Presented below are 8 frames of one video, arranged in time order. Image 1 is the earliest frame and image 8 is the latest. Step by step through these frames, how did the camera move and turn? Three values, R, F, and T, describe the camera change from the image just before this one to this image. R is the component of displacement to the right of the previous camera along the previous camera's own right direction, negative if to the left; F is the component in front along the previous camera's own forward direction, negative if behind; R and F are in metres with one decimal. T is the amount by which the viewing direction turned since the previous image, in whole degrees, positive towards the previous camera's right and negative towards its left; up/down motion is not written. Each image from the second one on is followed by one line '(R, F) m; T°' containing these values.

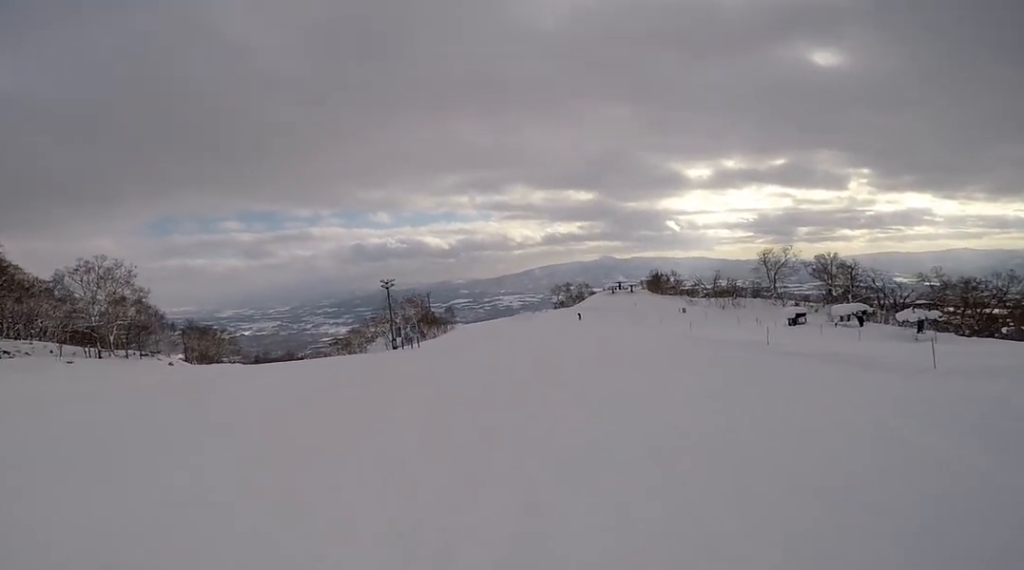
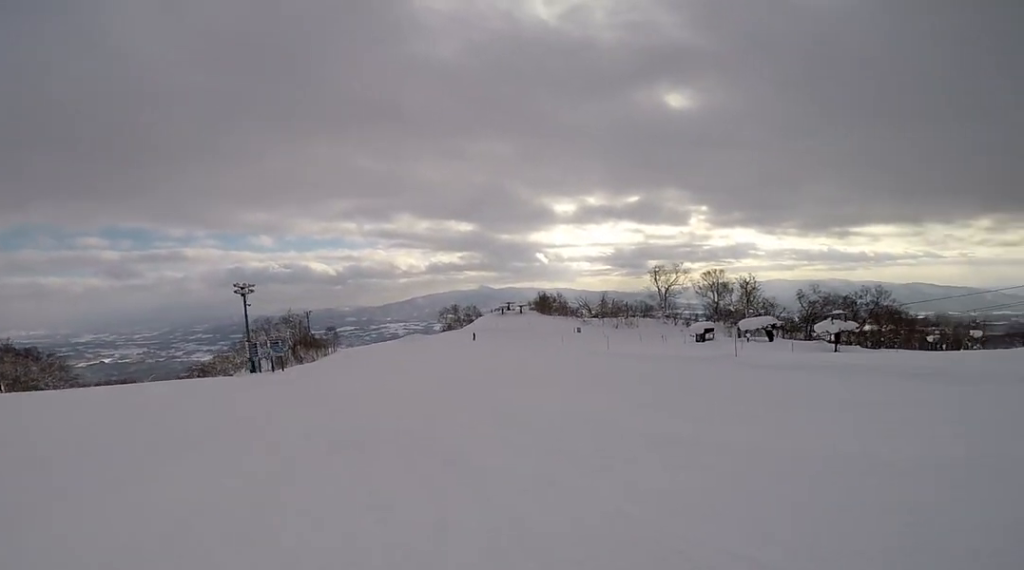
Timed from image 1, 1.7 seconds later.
(+2.0, +13.8) m; +16°
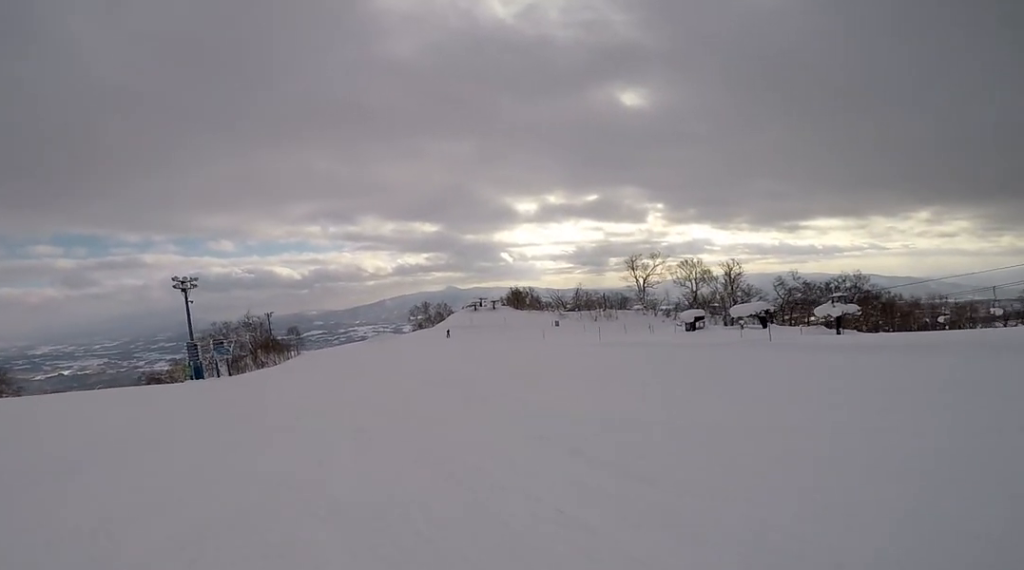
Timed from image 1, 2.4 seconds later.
(+0.6, +6.1) m; +4°
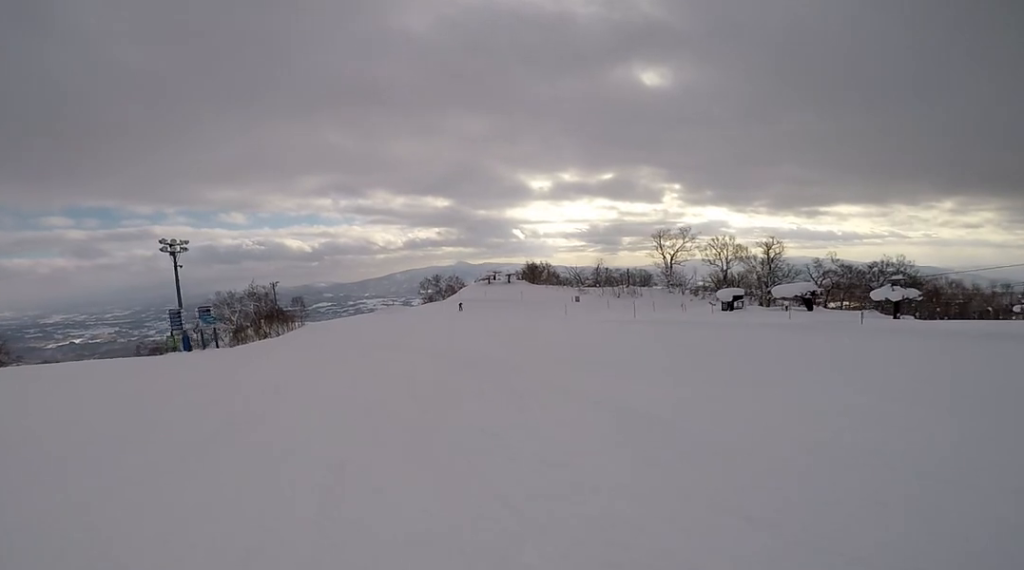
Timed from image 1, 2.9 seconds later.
(+0.1, +4.7) m; +1°
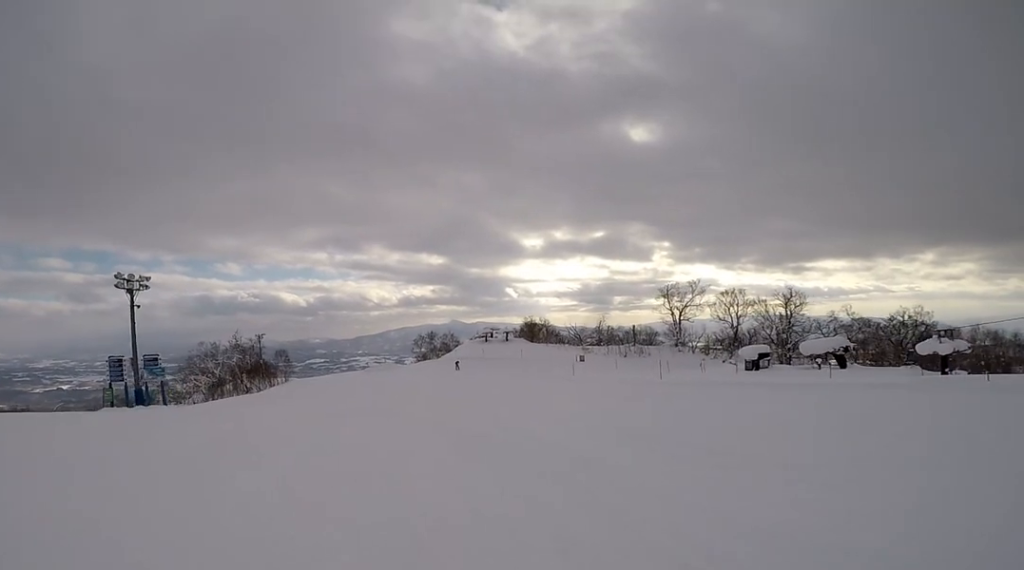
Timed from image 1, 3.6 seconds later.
(0.0, +6.0) m; 0°
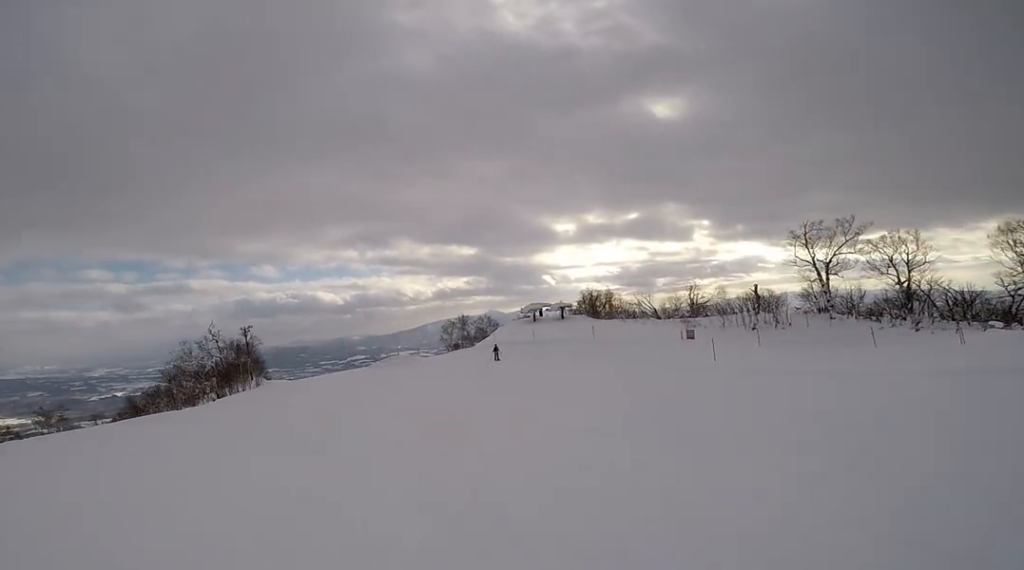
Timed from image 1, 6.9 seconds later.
(+2.1, +26.0) m; +6°
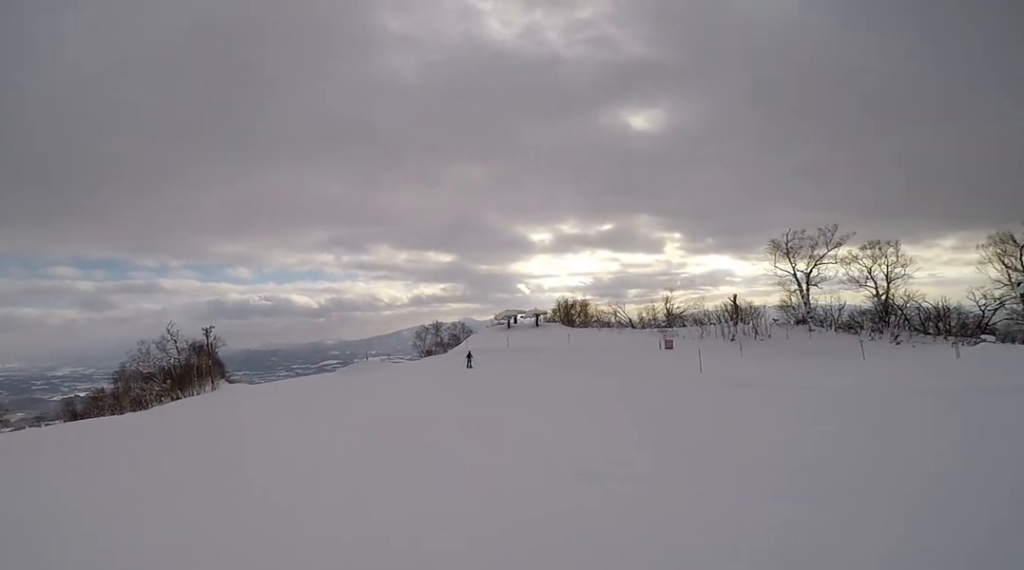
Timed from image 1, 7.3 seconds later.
(-0.2, +3.0) m; -3°
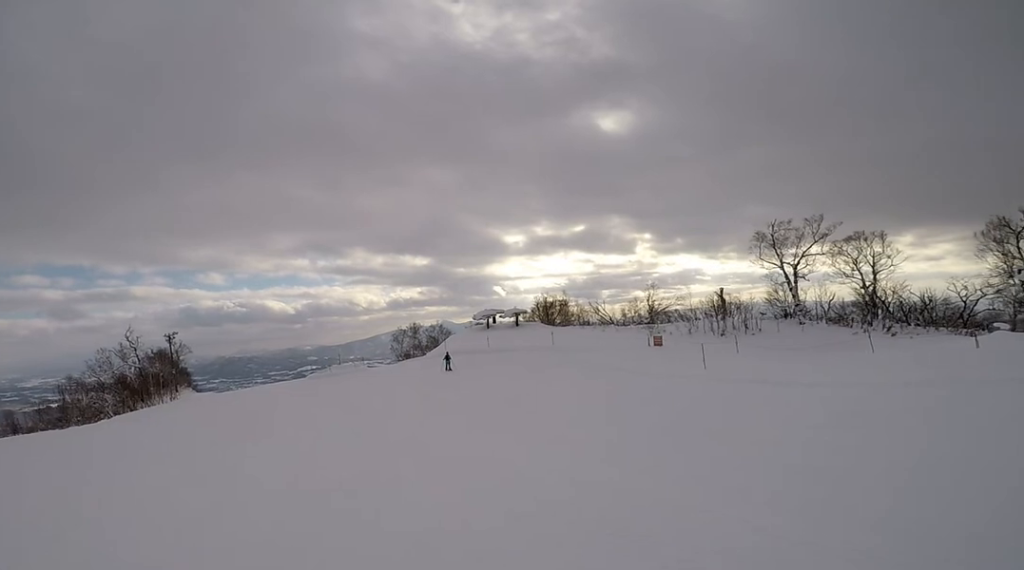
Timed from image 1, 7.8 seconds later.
(-0.1, +3.5) m; -2°
